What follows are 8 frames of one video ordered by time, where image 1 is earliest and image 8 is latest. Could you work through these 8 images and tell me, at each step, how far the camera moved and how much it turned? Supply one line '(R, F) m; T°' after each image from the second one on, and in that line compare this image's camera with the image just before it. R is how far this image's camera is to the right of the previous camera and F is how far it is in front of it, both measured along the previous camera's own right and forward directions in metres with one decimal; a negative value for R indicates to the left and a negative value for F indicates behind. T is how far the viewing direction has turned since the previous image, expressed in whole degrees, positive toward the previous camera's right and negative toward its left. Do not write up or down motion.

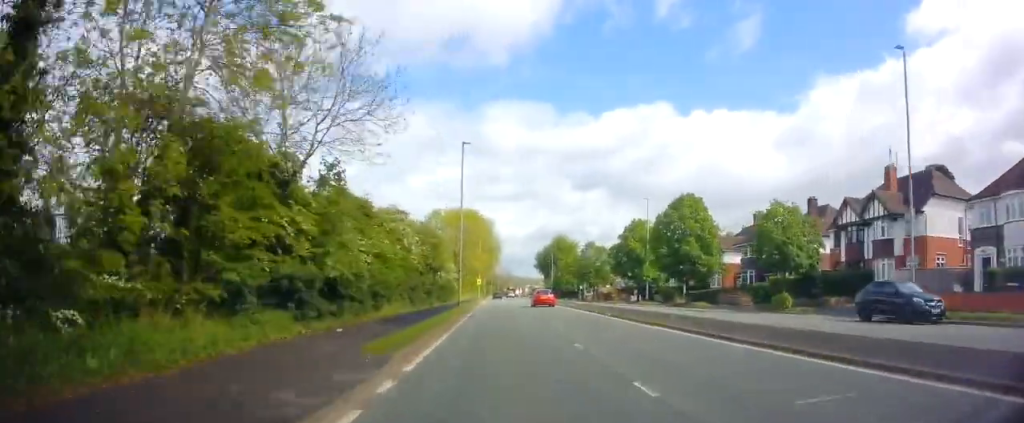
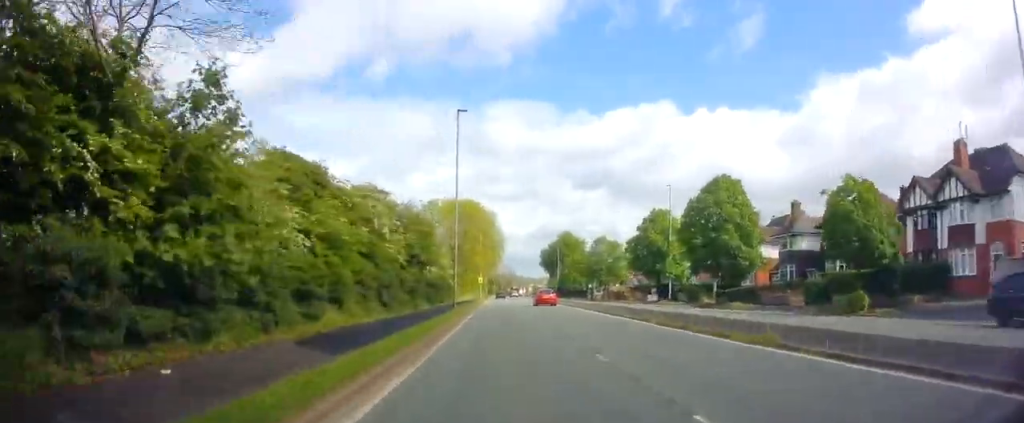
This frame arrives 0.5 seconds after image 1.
(0.0, +8.1) m; 0°
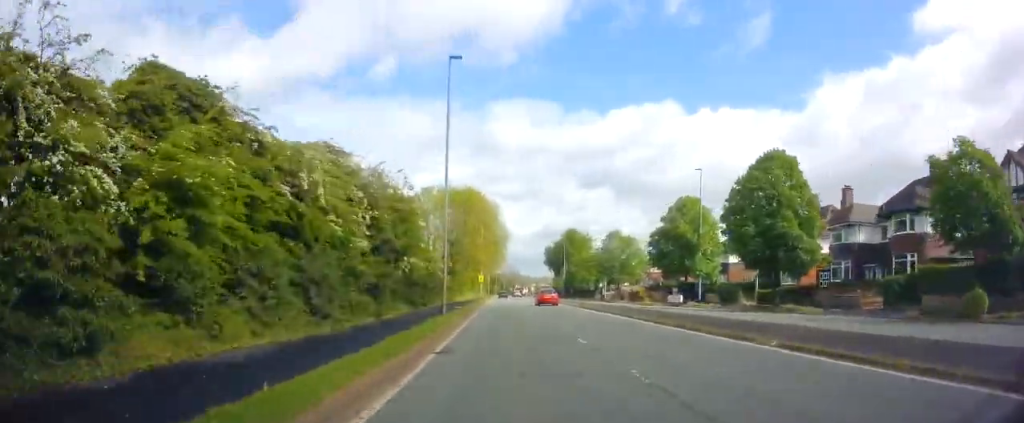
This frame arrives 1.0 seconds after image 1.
(0.0, +8.7) m; 0°
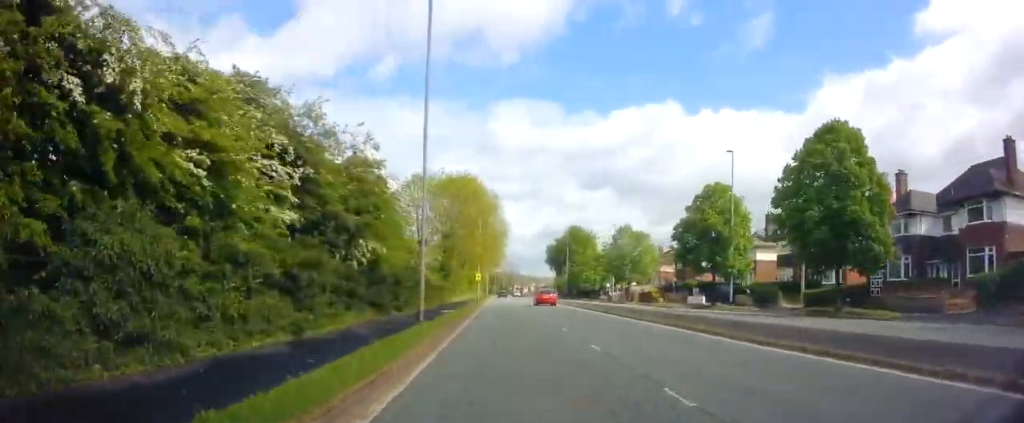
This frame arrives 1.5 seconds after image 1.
(0.0, +7.7) m; 0°
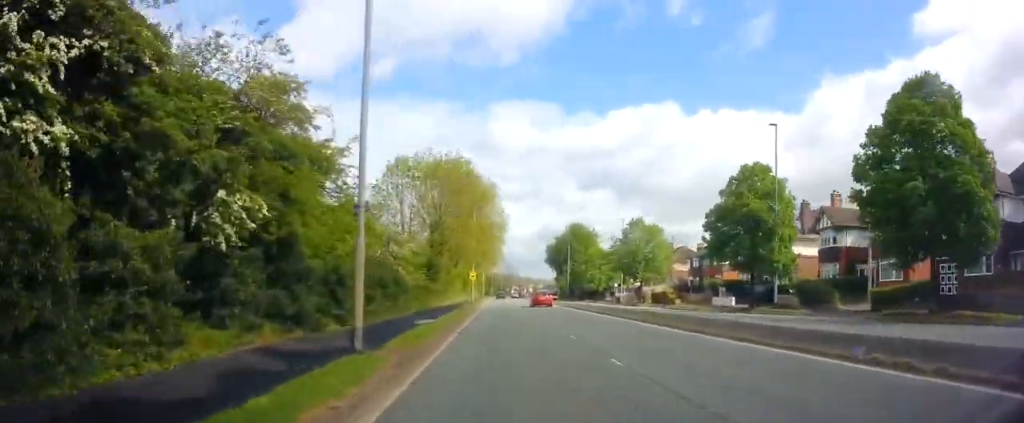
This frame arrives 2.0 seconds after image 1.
(0.0, +8.3) m; 0°
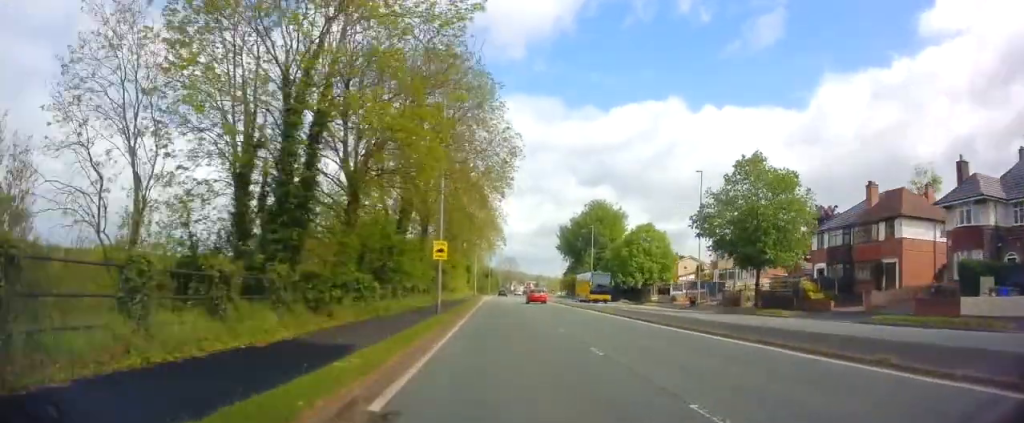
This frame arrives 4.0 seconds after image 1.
(+0.5, +33.1) m; +1°
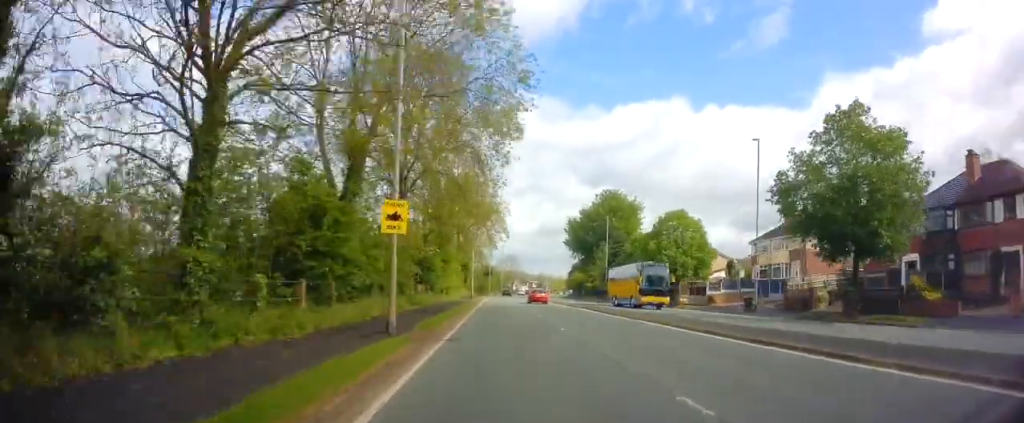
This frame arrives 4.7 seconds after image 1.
(-0.2, +11.8) m; 0°
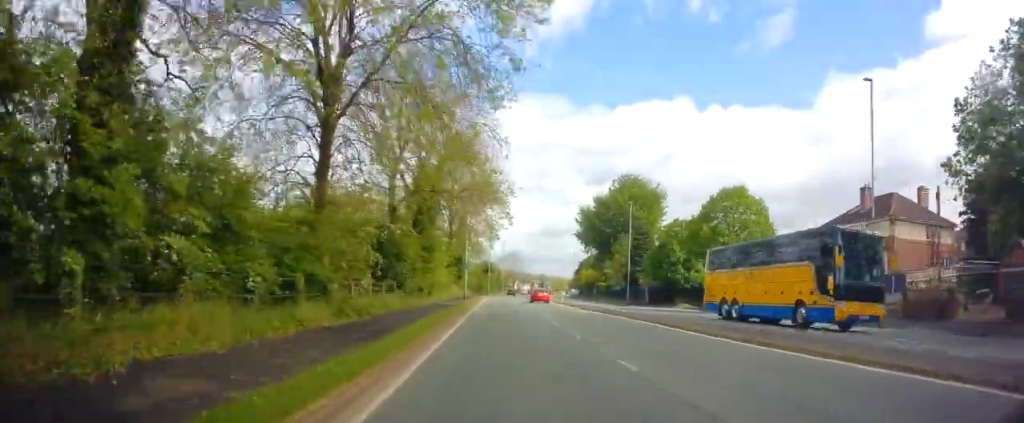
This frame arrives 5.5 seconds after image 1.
(+0.2, +14.0) m; 0°
